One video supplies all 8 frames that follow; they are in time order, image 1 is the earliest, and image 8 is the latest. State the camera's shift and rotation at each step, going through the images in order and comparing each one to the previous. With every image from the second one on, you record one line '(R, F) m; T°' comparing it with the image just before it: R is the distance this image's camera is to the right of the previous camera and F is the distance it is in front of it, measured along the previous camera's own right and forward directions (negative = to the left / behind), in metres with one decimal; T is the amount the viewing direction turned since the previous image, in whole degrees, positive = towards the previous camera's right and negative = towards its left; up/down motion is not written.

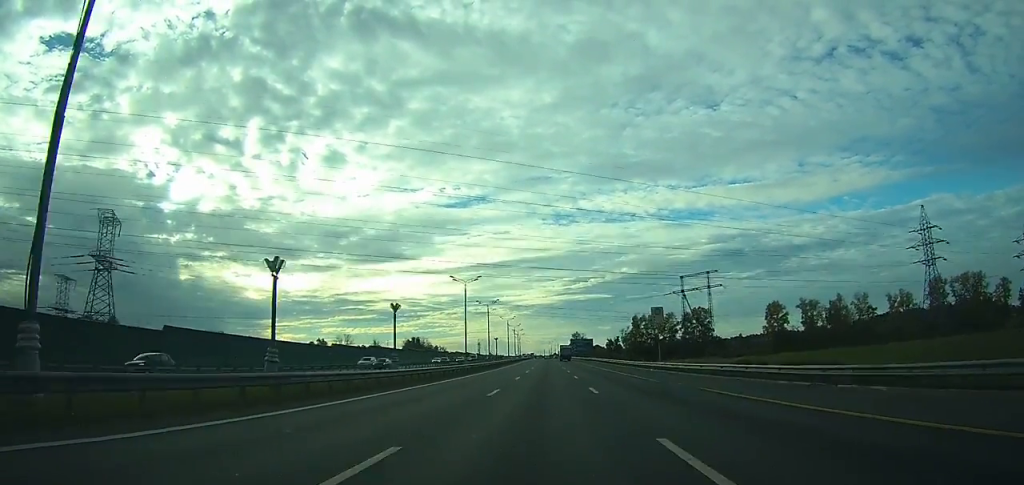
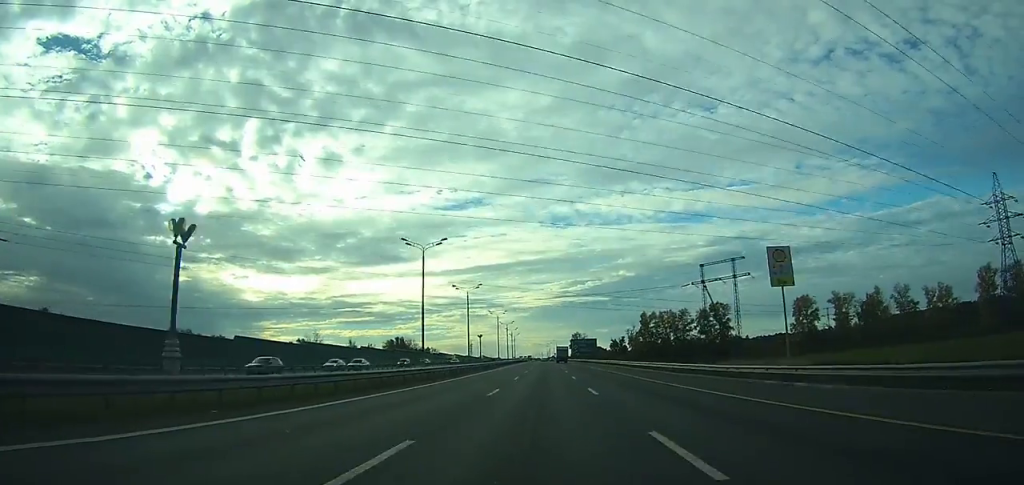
(0.0, +32.7) m; 0°
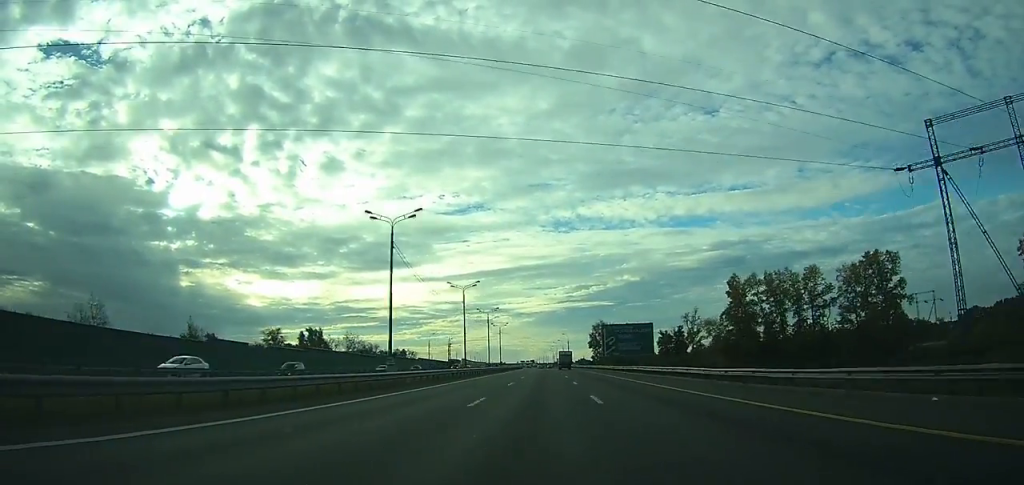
(+0.3, +118.2) m; 0°
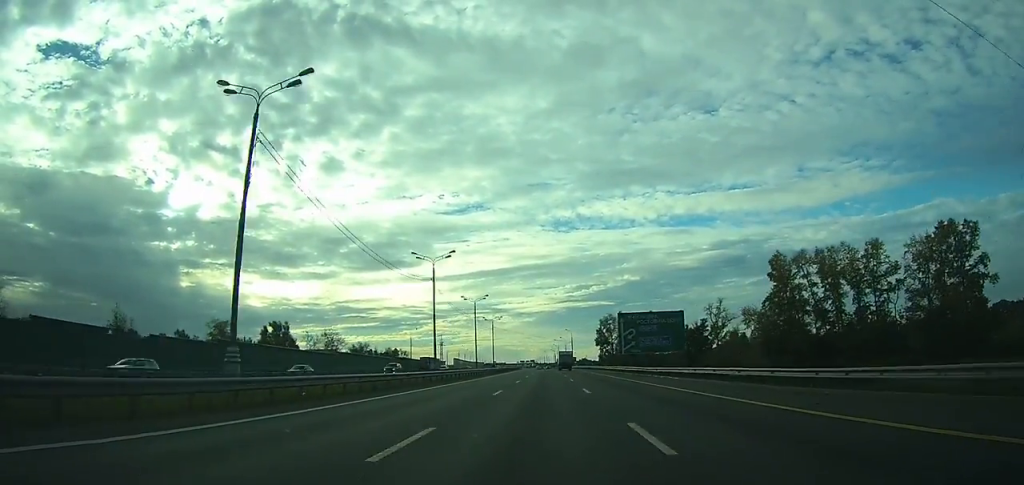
(0.0, +25.8) m; 0°
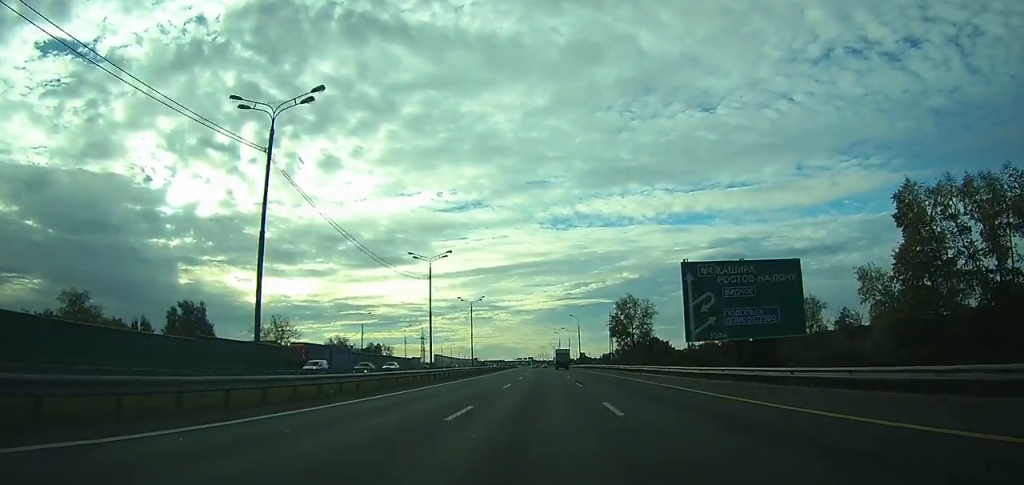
(-0.1, +45.3) m; 0°
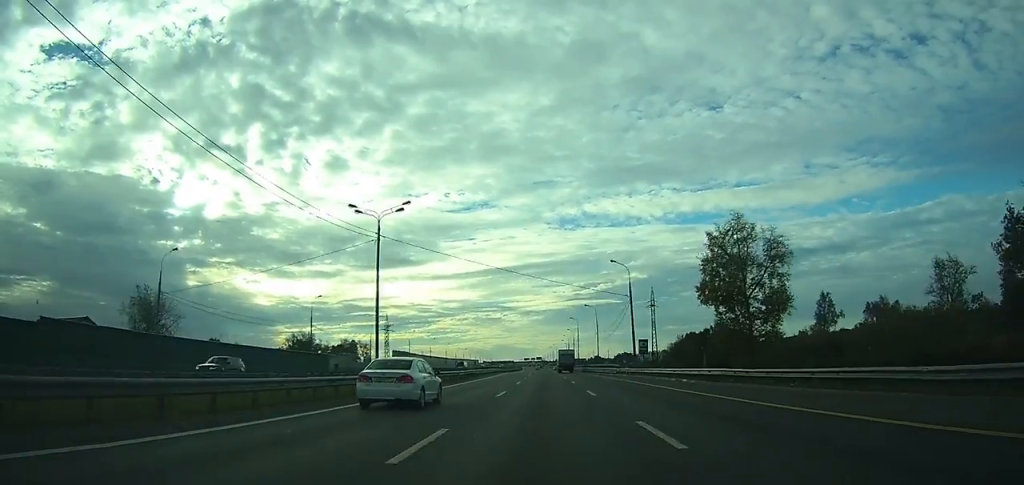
(-0.4, +75.8) m; -1°
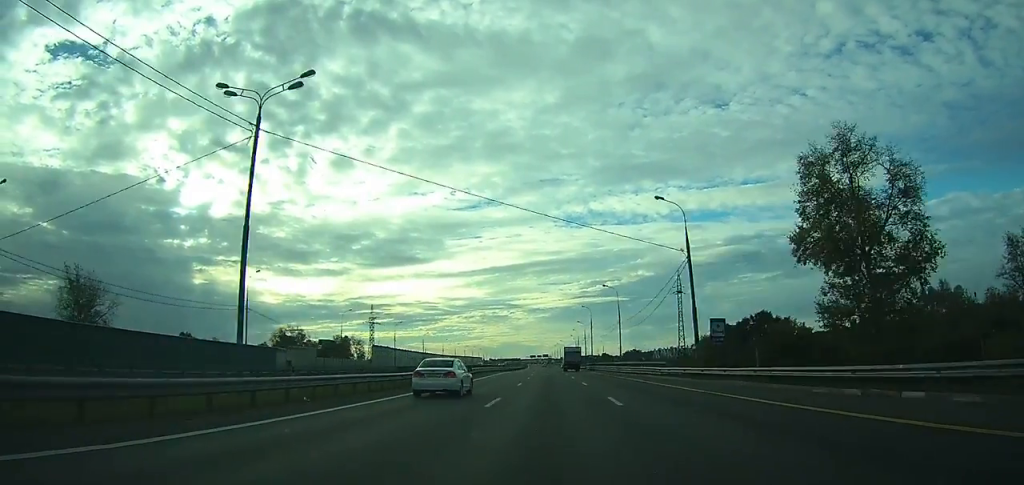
(-0.1, +23.4) m; 0°
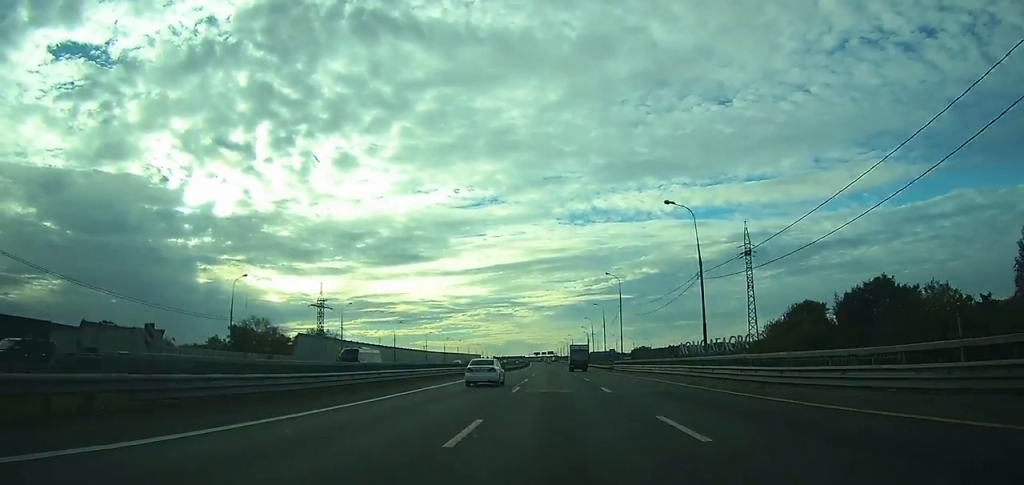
(-0.2, +40.0) m; 0°
